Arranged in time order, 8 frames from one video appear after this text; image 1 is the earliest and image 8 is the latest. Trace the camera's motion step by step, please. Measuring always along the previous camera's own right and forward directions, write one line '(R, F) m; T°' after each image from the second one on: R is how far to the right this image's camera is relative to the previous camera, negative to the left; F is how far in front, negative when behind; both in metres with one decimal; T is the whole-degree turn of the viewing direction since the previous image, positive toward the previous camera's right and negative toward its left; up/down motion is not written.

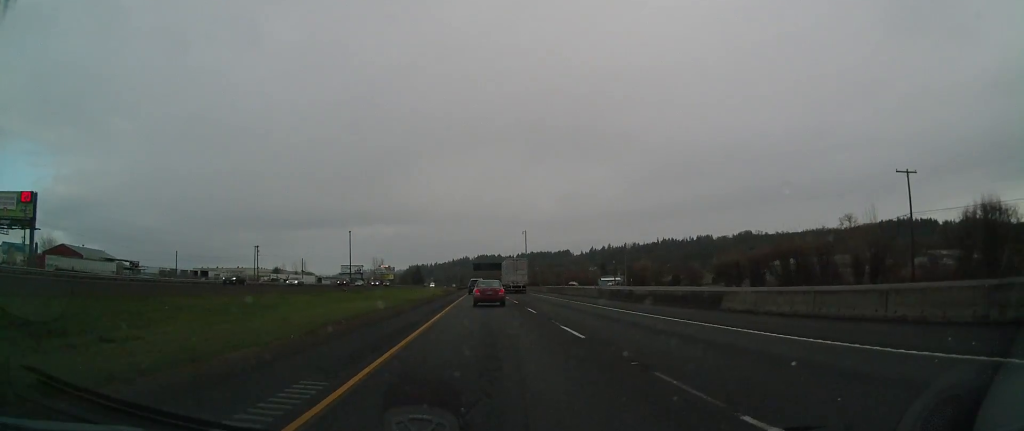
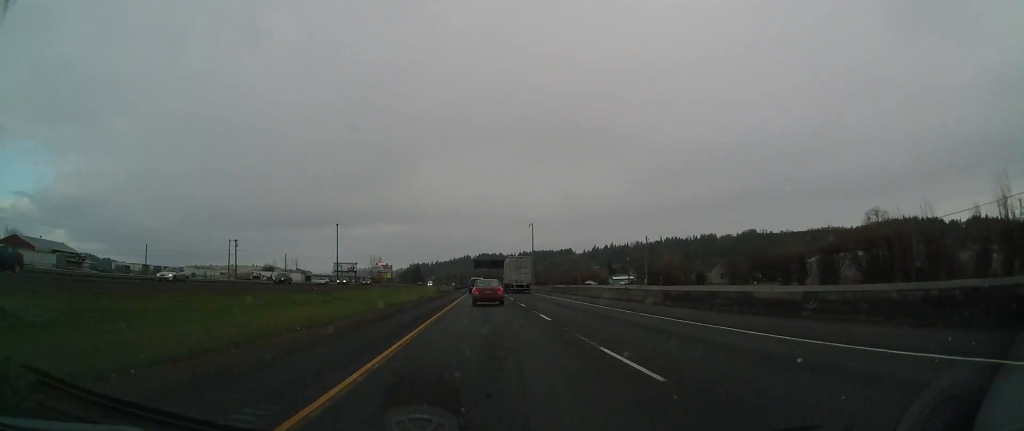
(0.0, +18.4) m; 0°
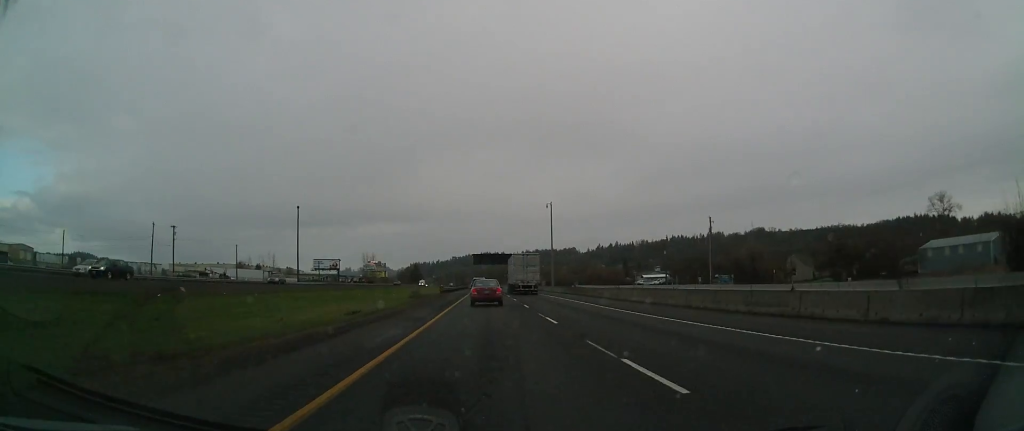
(+0.1, +38.0) m; 0°
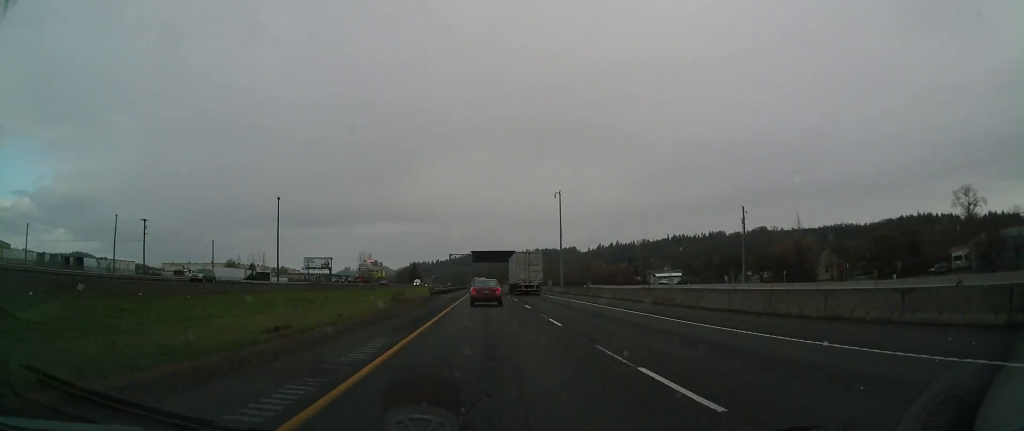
(-0.1, +13.0) m; 0°
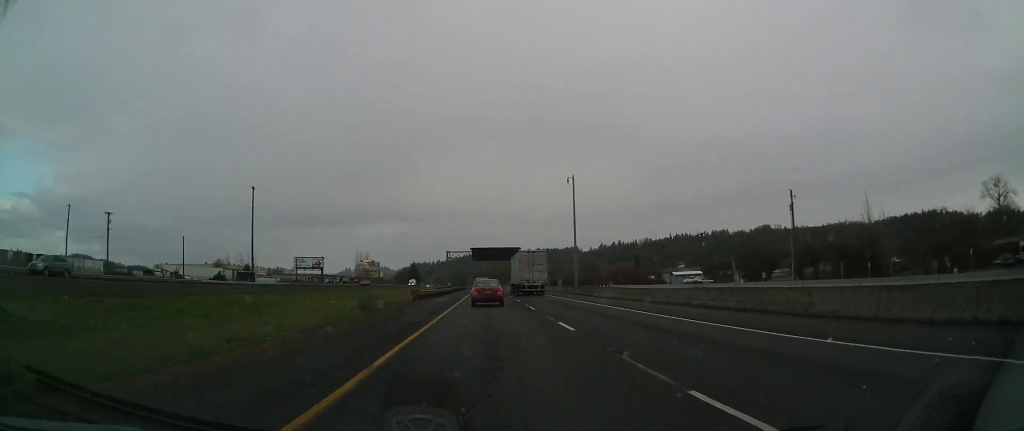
(0.0, +14.1) m; 0°
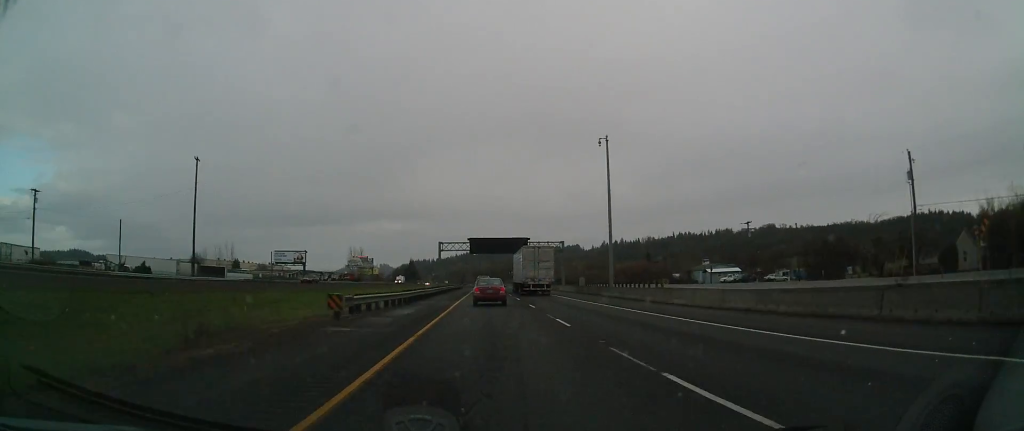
(+0.3, +22.8) m; 0°
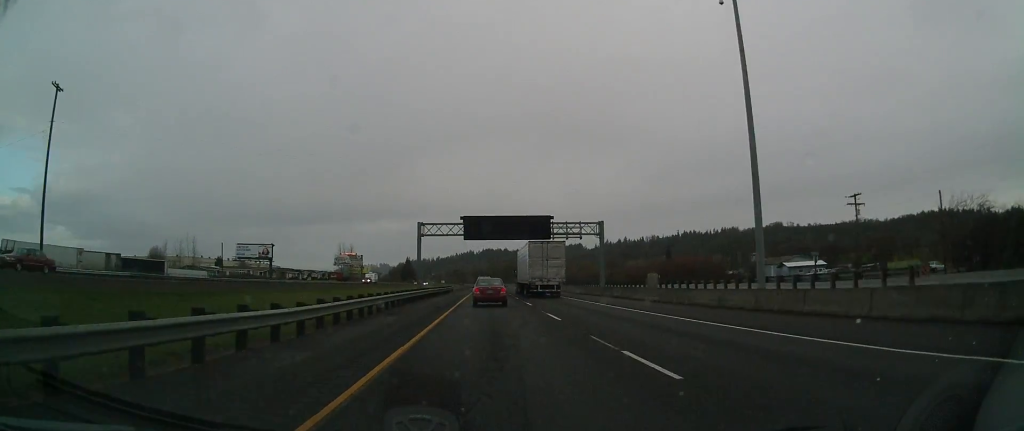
(-0.4, +33.9) m; -1°
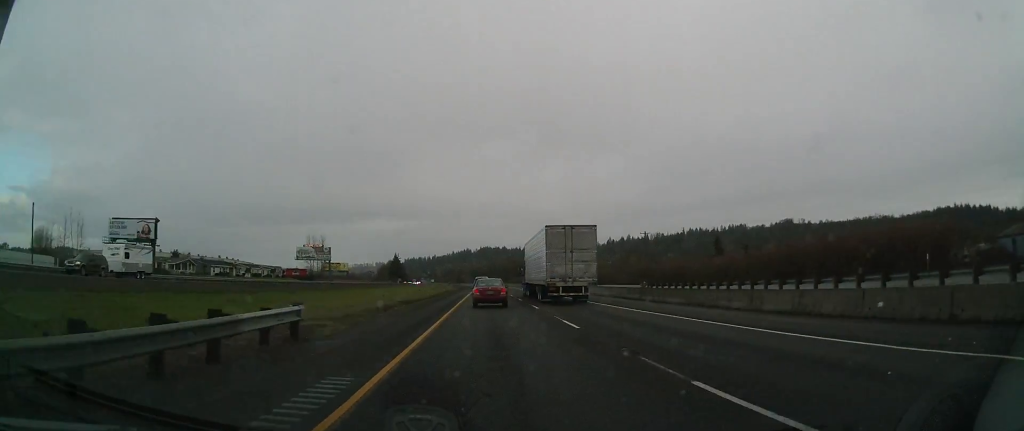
(+0.1, +65.6) m; 0°
